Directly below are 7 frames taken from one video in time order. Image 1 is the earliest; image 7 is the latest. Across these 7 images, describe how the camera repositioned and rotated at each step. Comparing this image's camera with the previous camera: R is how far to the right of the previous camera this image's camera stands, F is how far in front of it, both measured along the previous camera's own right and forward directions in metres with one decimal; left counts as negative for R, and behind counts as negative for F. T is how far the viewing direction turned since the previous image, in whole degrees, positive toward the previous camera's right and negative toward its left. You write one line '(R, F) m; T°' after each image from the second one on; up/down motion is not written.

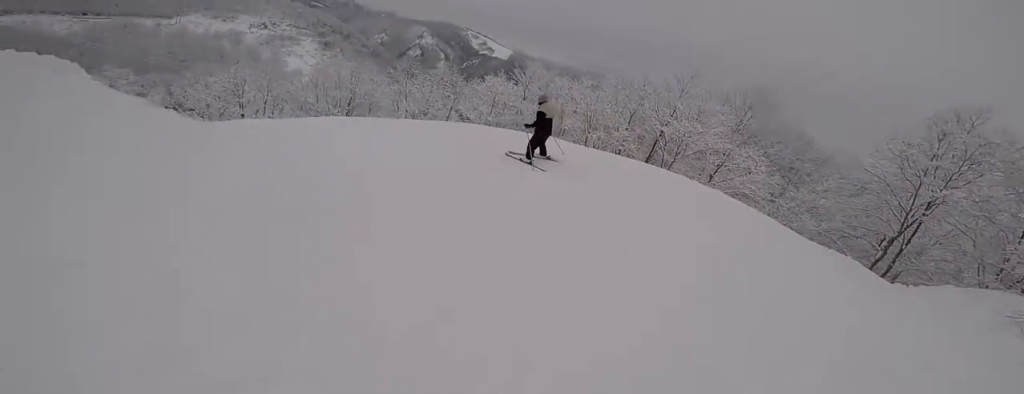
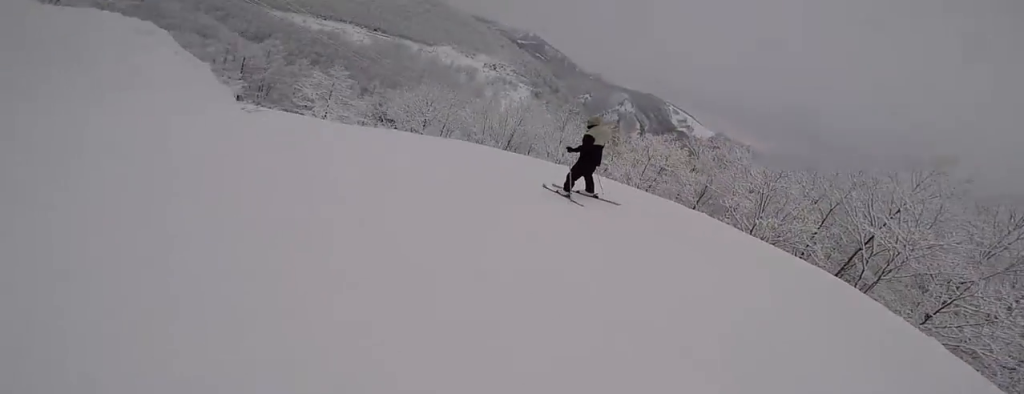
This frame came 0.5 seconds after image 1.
(-0.9, +2.1) m; -25°
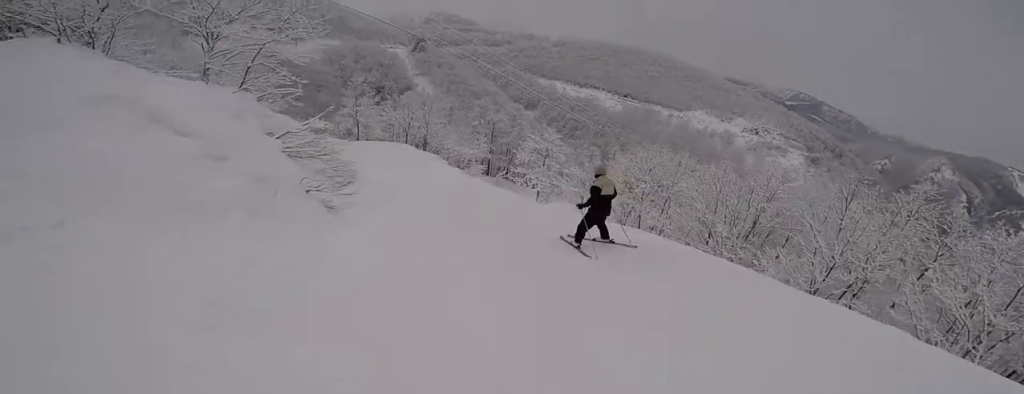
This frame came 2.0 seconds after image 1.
(-3.2, +5.7) m; -51°
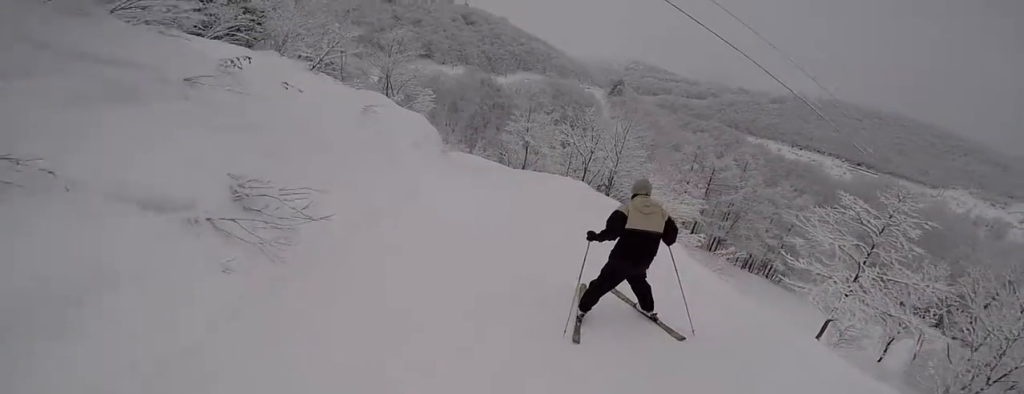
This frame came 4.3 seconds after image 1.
(-4.4, +12.8) m; -31°
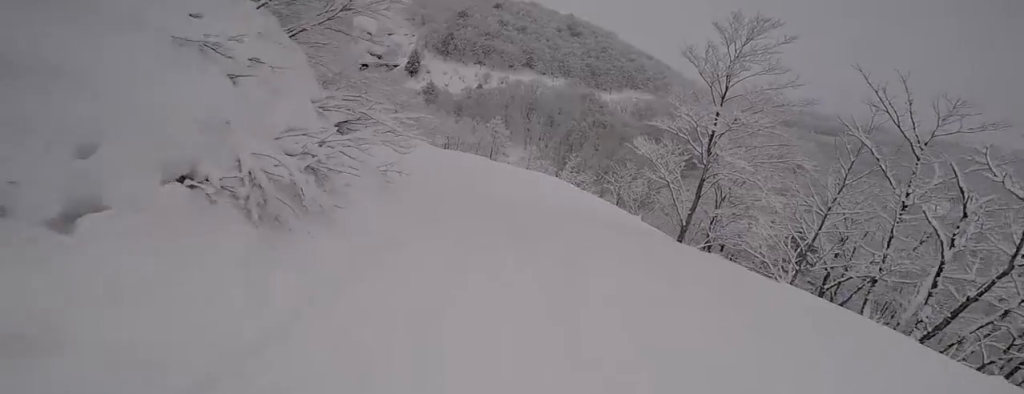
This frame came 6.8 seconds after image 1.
(-1.3, +16.3) m; -16°
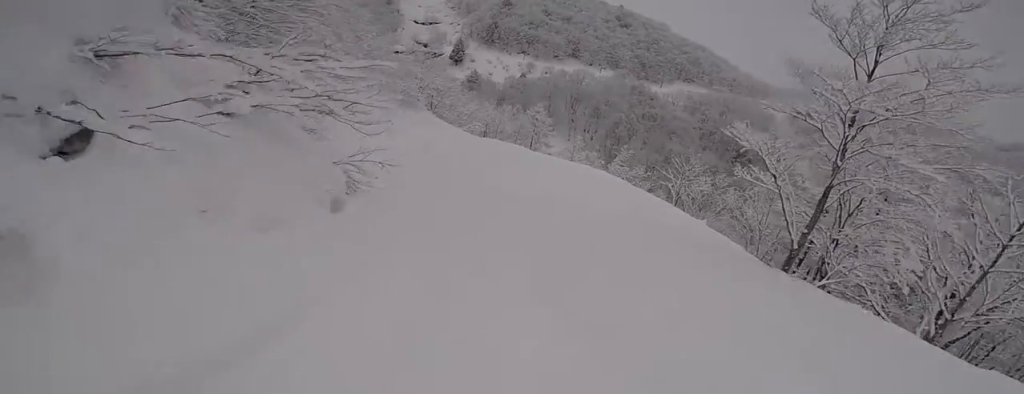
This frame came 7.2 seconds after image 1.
(-0.4, +2.3) m; -5°
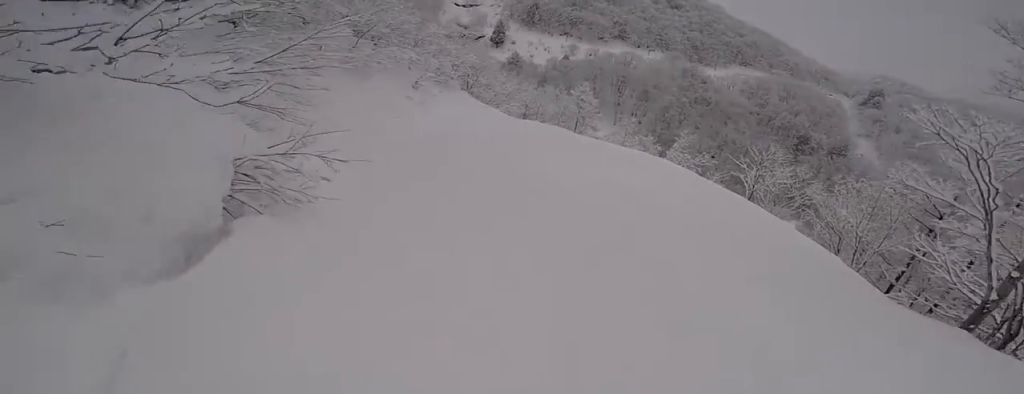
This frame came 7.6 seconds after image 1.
(-0.2, +2.2) m; -5°
